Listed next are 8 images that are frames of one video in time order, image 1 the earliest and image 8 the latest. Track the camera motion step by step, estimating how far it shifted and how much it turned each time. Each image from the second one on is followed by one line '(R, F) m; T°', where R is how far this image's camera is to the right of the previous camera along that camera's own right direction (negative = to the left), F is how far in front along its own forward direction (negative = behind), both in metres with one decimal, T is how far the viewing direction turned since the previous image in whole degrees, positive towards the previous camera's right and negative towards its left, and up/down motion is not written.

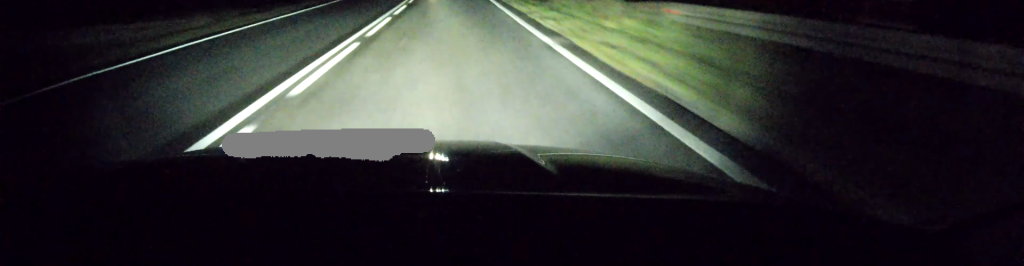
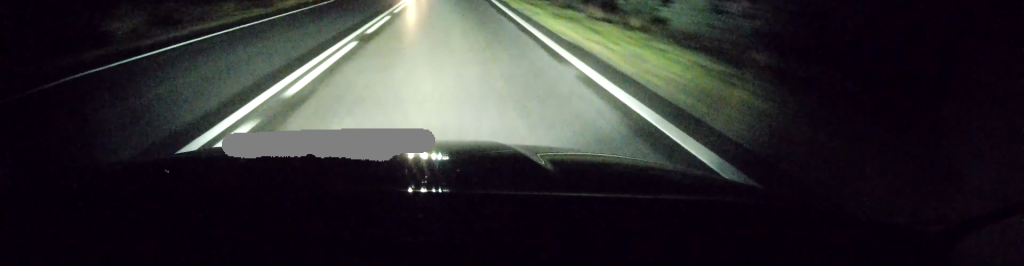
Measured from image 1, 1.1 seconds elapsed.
(0.0, +29.7) m; 0°
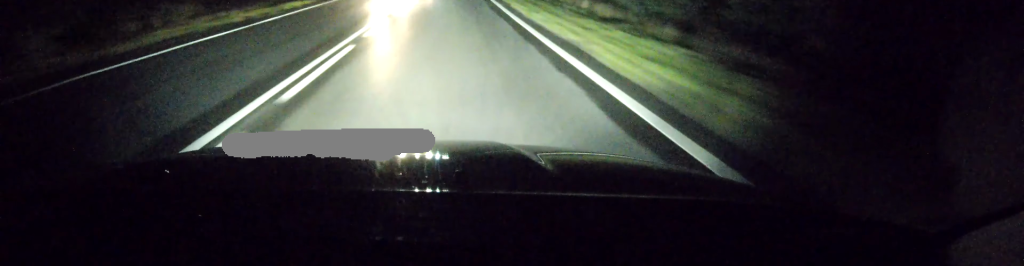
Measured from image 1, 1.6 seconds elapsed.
(0.0, +12.3) m; 0°
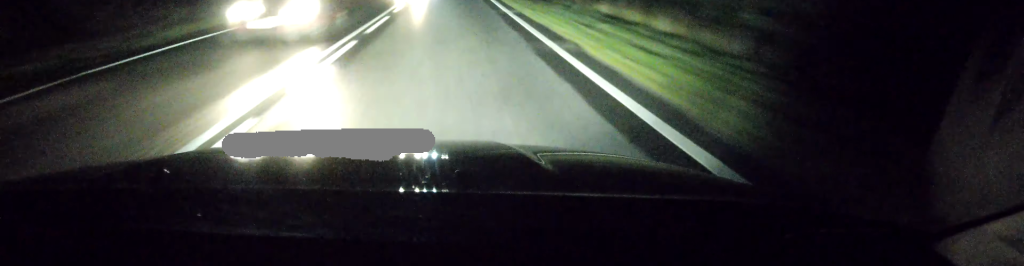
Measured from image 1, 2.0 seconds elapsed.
(0.0, +11.5) m; 0°
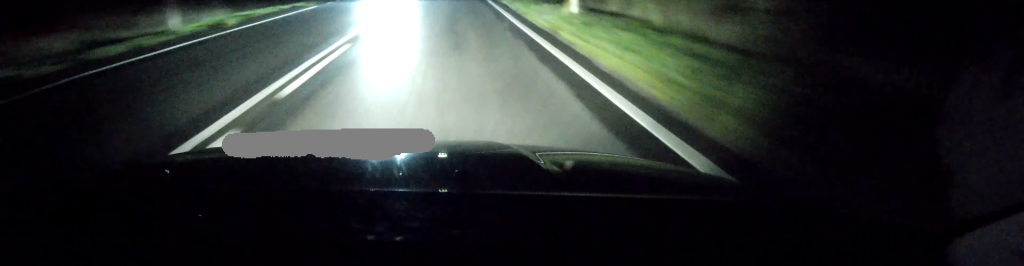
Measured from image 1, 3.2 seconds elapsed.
(+0.3, +31.0) m; +1°
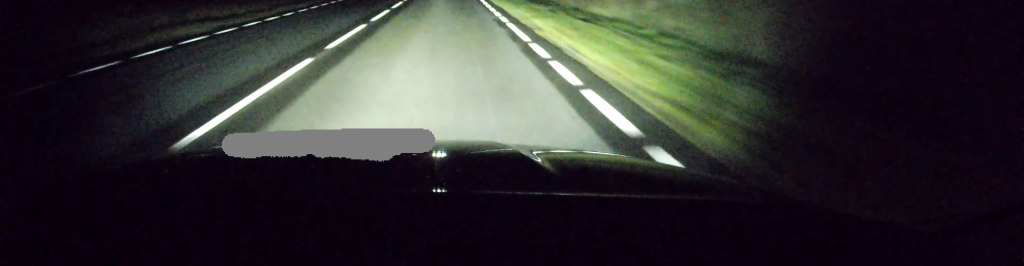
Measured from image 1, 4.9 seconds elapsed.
(-0.4, +45.4) m; 0°
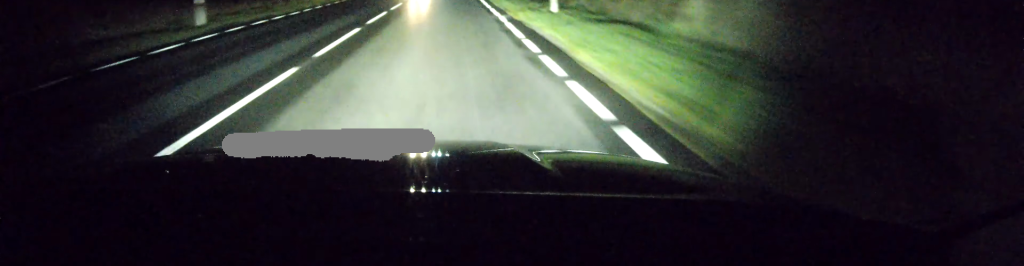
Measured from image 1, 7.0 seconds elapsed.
(0.0, +54.4) m; -1°
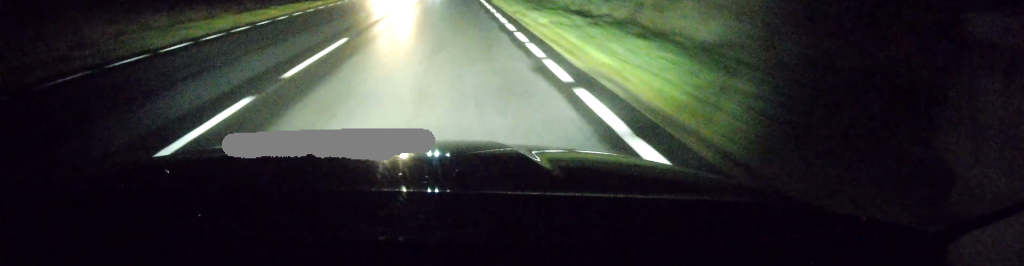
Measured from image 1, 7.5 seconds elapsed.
(-0.1, +13.9) m; 0°
